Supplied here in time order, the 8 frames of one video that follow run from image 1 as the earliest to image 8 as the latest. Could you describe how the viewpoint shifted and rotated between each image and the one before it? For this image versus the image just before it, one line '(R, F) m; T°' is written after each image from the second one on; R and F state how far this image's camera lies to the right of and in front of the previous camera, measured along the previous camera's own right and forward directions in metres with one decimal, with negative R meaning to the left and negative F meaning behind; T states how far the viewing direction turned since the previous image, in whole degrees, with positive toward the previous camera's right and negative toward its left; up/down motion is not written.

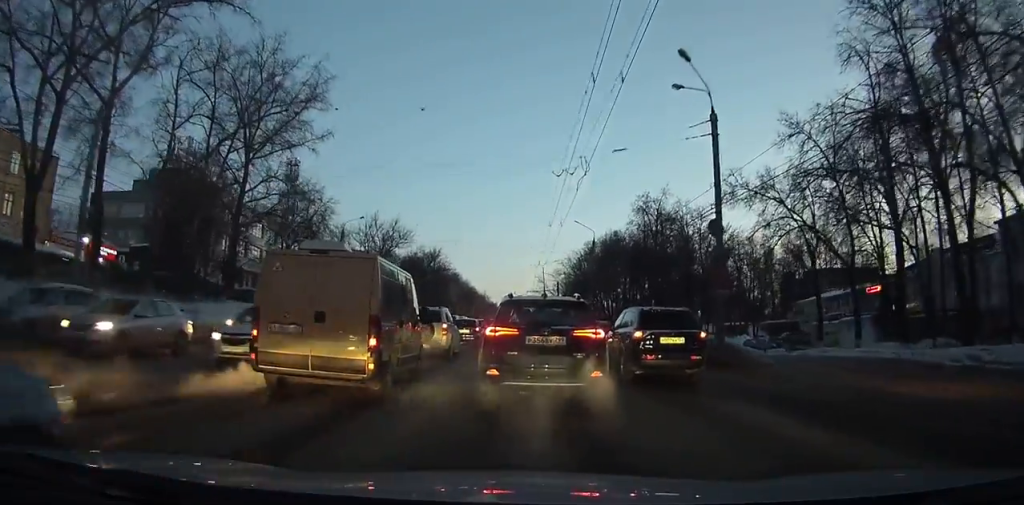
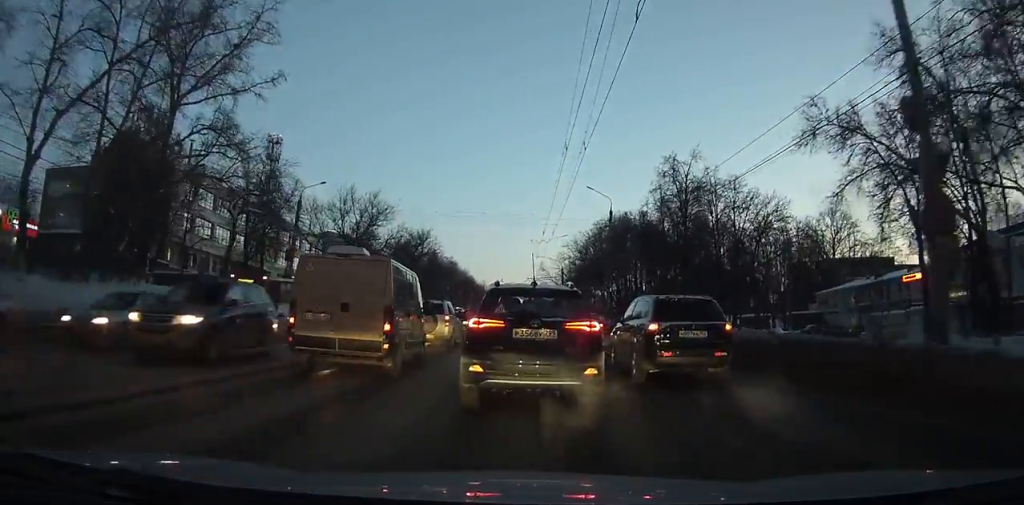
(0.0, +12.9) m; 0°
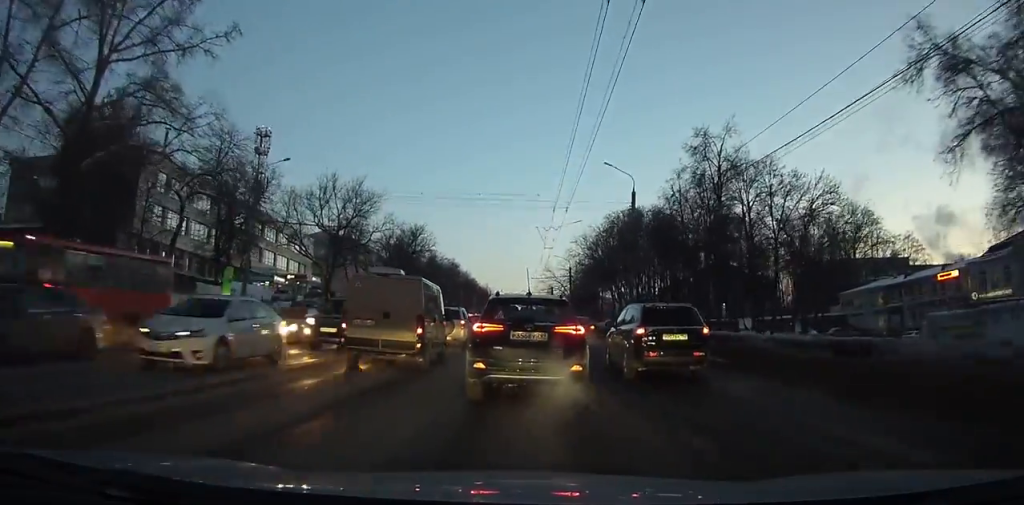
(+0.2, +10.4) m; -1°
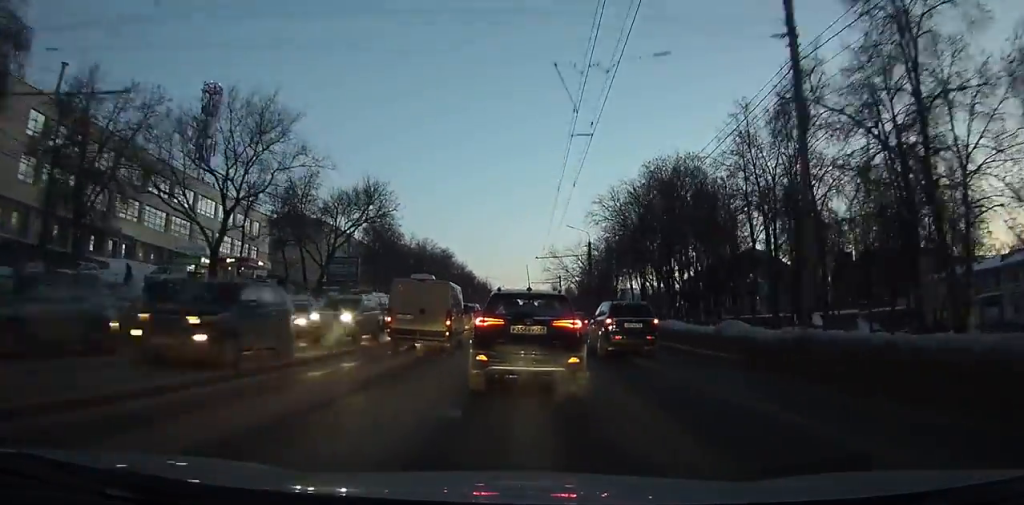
(-0.7, +24.8) m; -2°
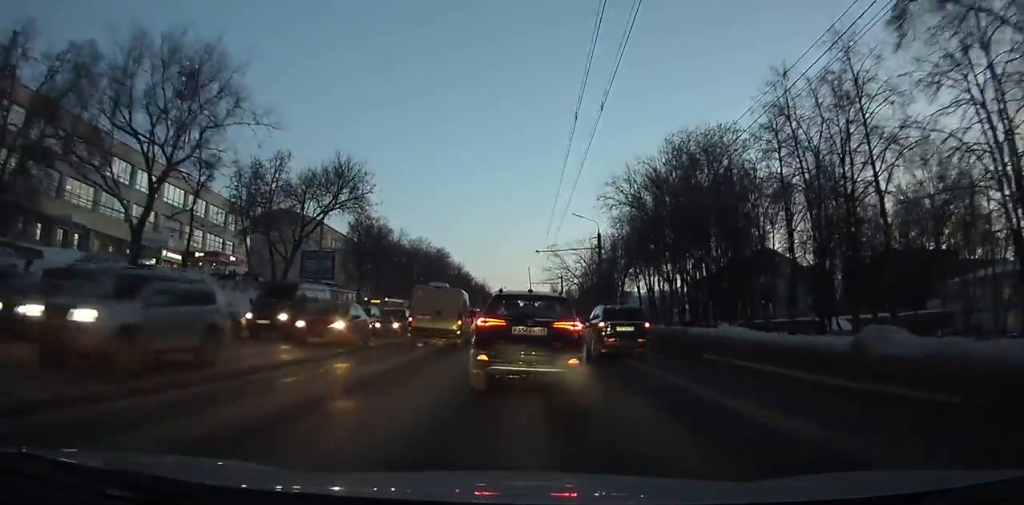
(-0.1, +9.0) m; 0°
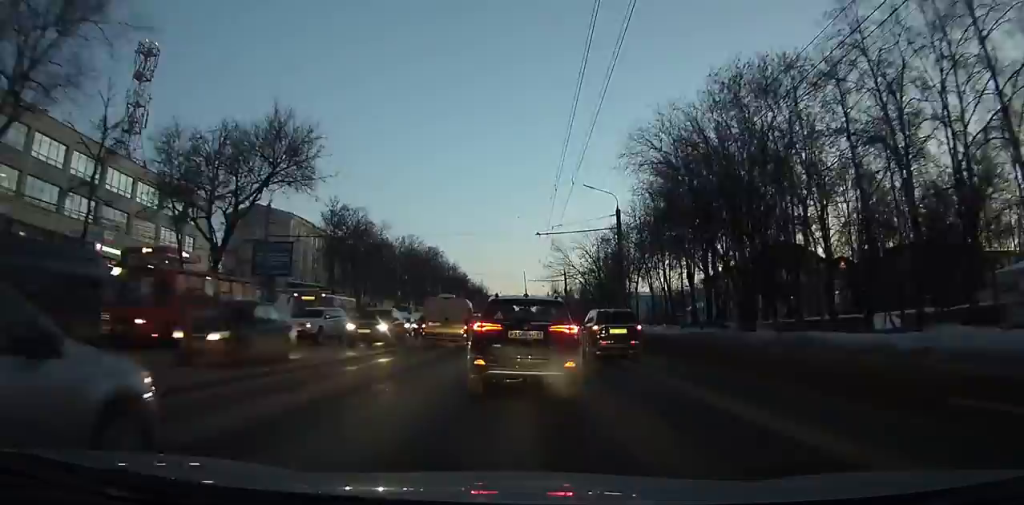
(0.0, +11.9) m; 0°
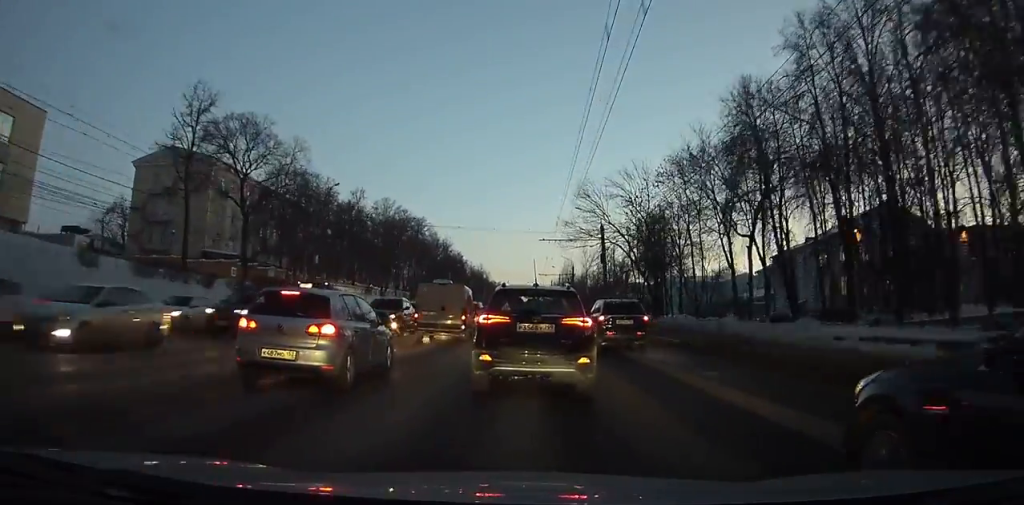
(-0.1, +34.1) m; -1°
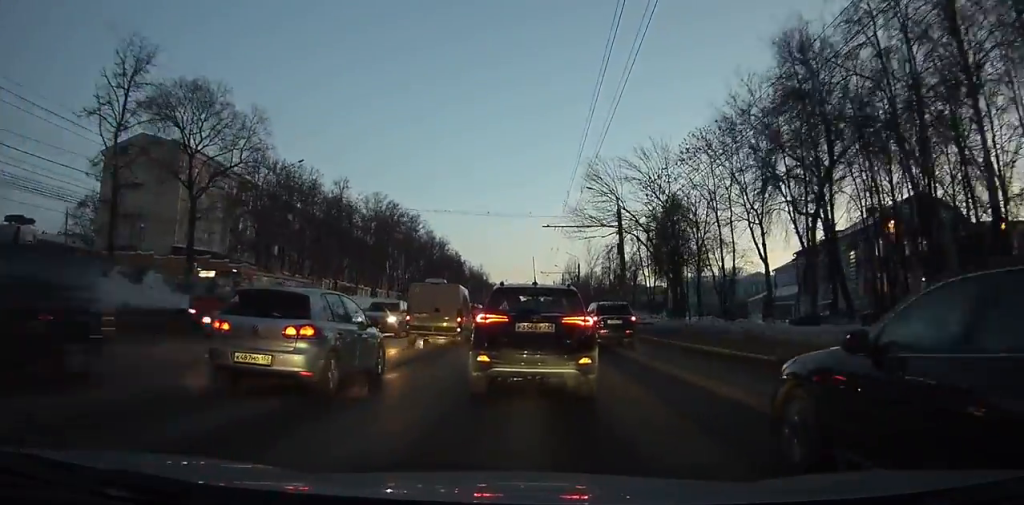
(-0.1, +9.0) m; 0°
